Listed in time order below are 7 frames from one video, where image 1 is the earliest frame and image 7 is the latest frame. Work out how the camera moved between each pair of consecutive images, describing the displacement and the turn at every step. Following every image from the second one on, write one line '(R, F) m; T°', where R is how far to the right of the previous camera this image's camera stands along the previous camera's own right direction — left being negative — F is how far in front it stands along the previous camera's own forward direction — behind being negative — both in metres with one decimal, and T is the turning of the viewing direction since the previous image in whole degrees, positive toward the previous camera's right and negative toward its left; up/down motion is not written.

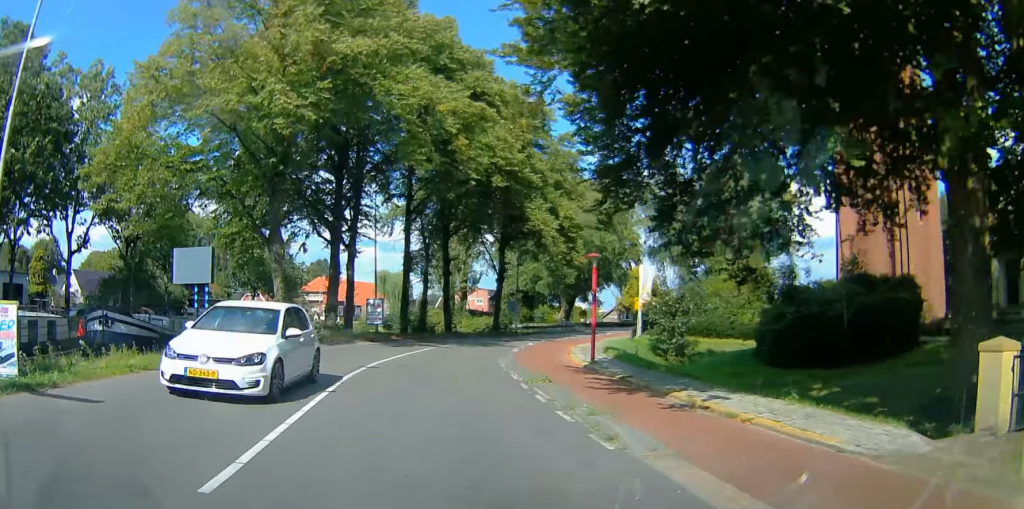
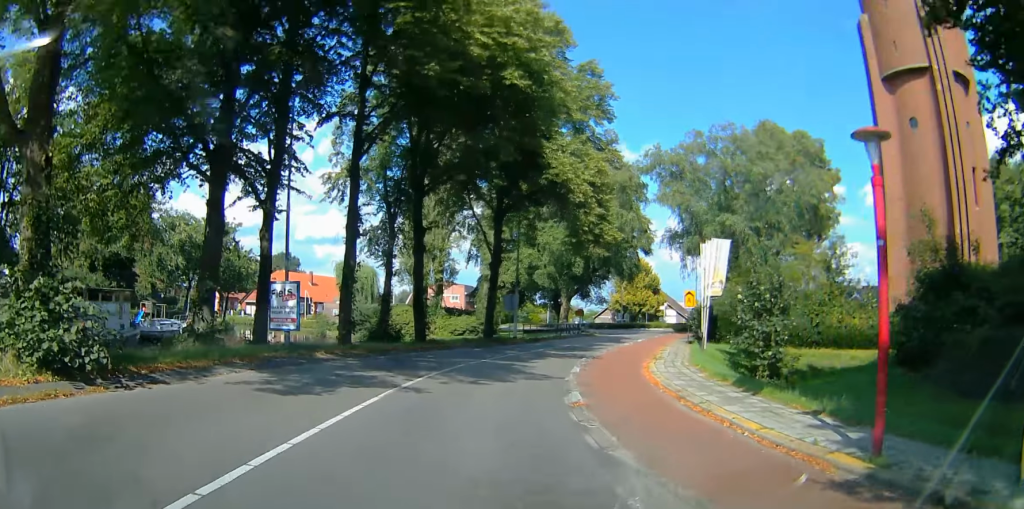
(-0.3, +14.3) m; +6°
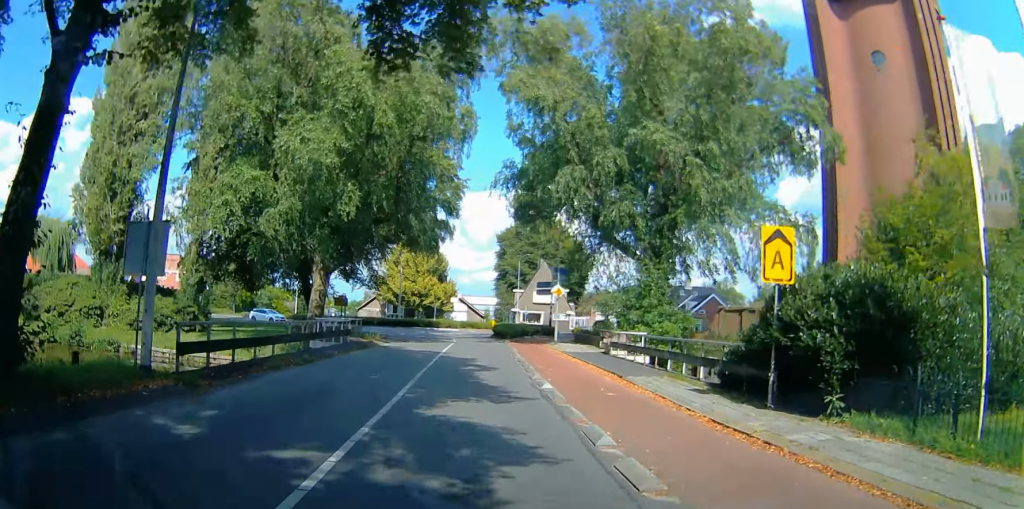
(+4.3, +24.2) m; +12°
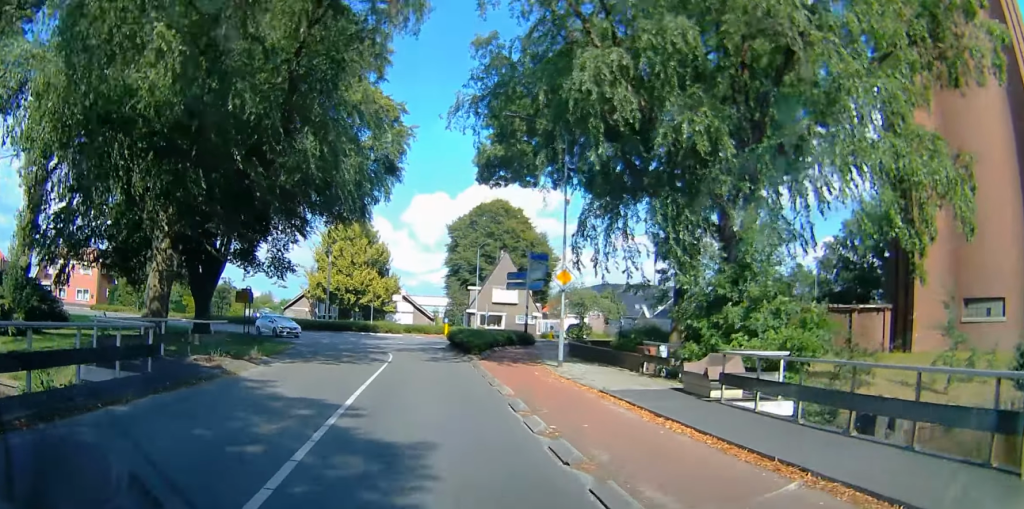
(+0.3, +14.2) m; +4°
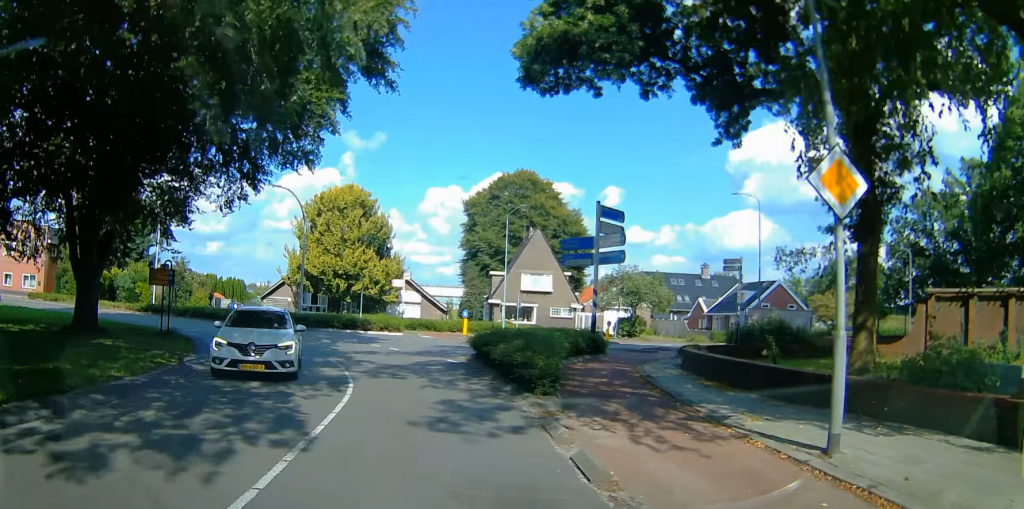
(+0.8, +17.1) m; +3°
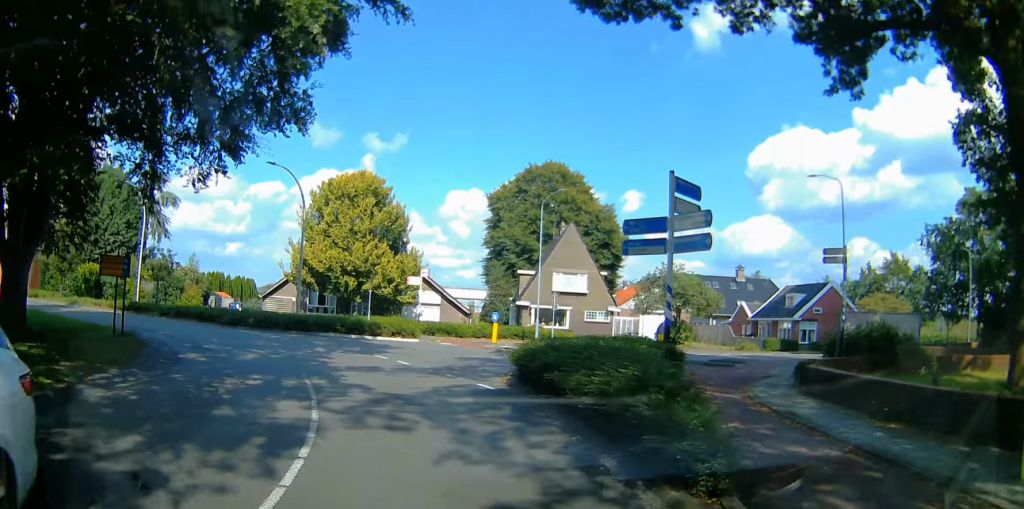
(+0.6, +7.1) m; -6°
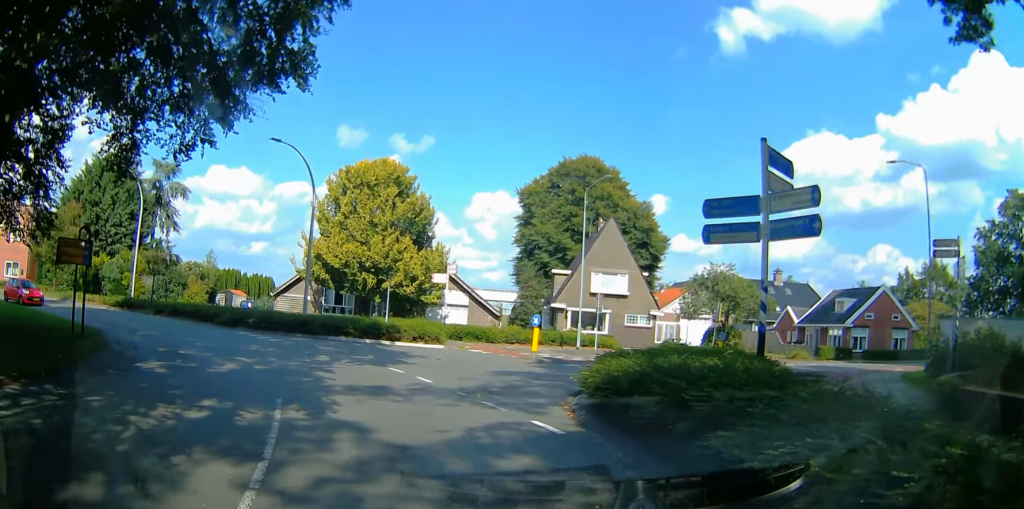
(-0.3, +4.8) m; -6°
